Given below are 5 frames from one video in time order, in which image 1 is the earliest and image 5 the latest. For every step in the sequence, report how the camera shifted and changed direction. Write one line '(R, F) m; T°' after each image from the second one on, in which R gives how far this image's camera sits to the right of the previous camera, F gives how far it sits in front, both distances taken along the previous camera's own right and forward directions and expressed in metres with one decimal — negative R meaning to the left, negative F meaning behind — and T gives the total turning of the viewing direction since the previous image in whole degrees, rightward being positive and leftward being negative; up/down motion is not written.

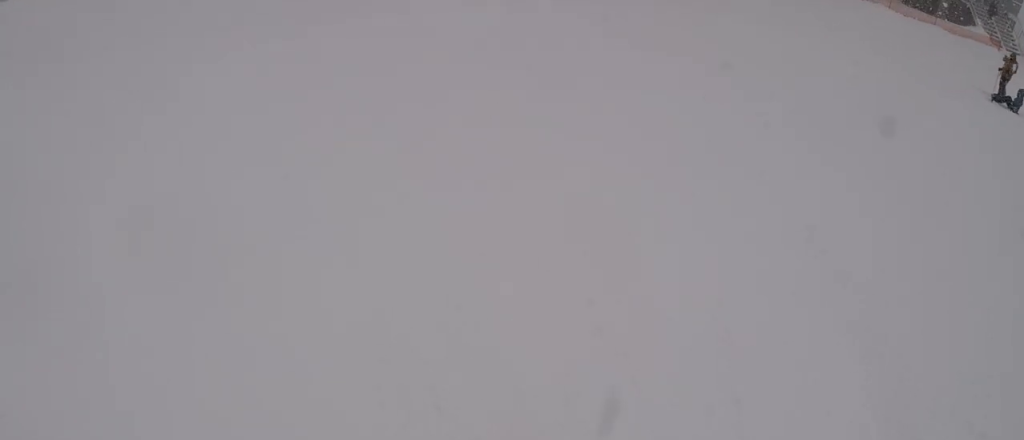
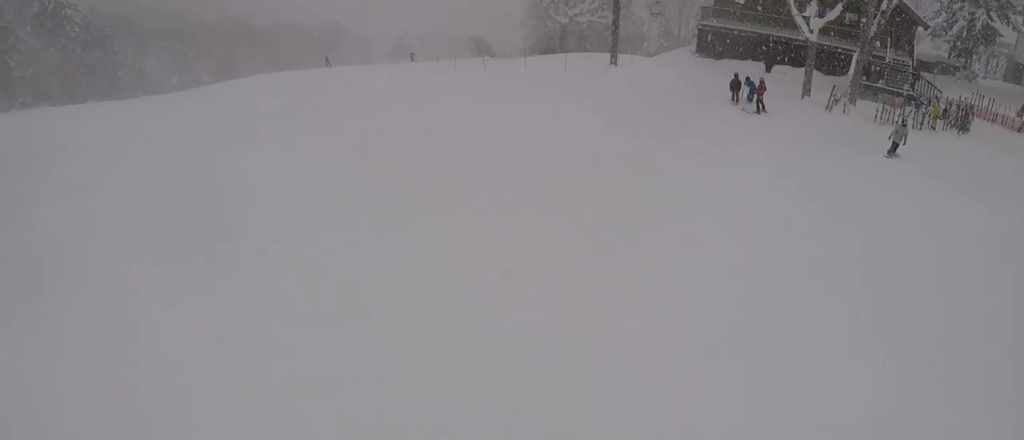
(-1.4, +5.7) m; -14°
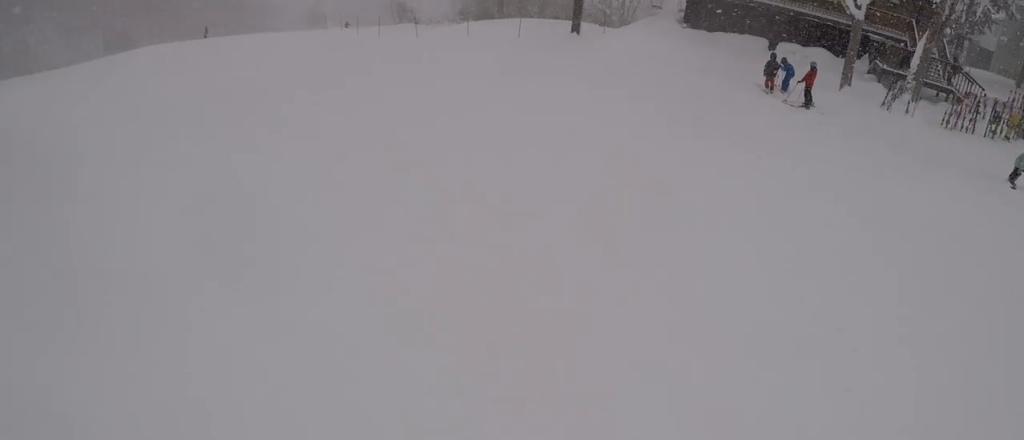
(+0.1, +8.6) m; +3°
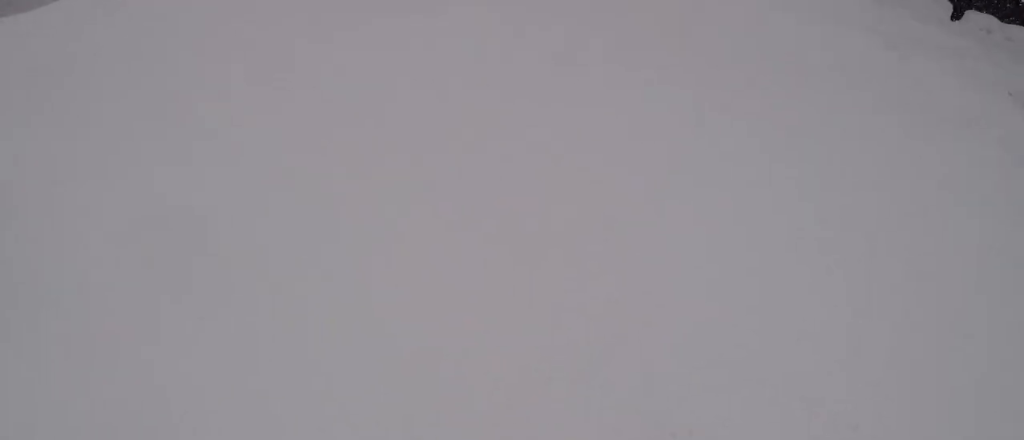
(-0.3, +10.1) m; -13°
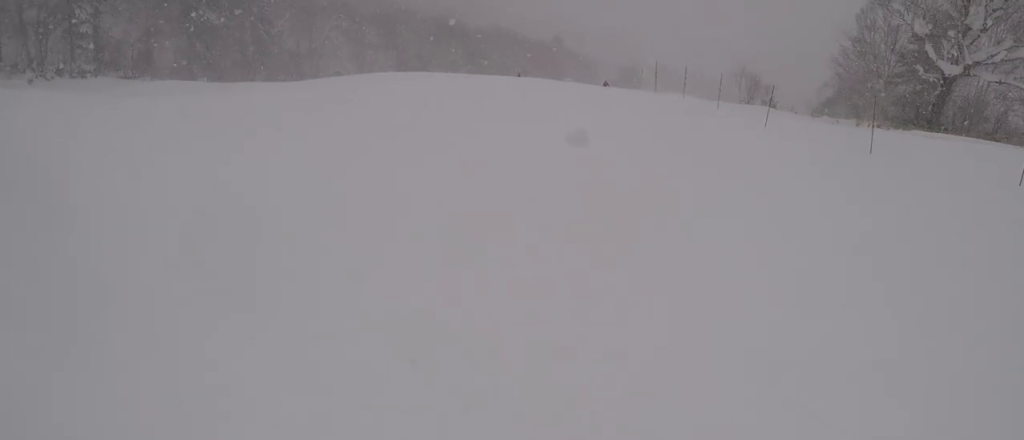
(-2.6, +15.4) m; -5°
